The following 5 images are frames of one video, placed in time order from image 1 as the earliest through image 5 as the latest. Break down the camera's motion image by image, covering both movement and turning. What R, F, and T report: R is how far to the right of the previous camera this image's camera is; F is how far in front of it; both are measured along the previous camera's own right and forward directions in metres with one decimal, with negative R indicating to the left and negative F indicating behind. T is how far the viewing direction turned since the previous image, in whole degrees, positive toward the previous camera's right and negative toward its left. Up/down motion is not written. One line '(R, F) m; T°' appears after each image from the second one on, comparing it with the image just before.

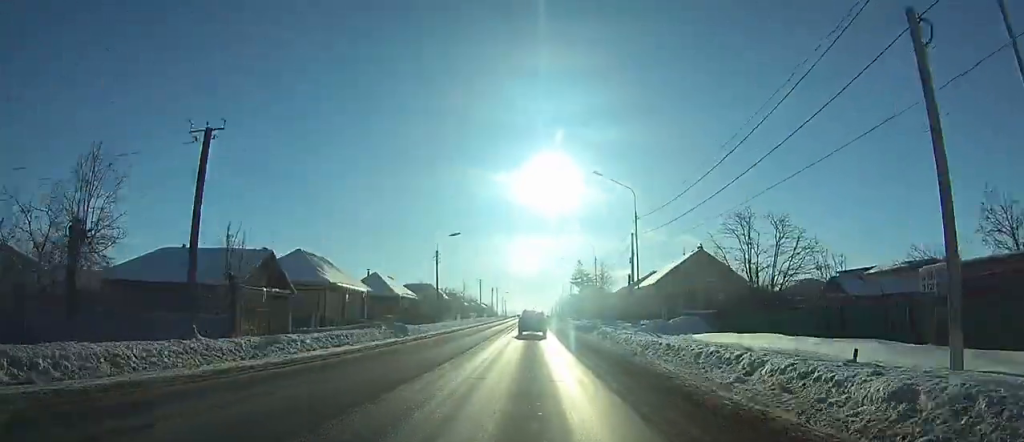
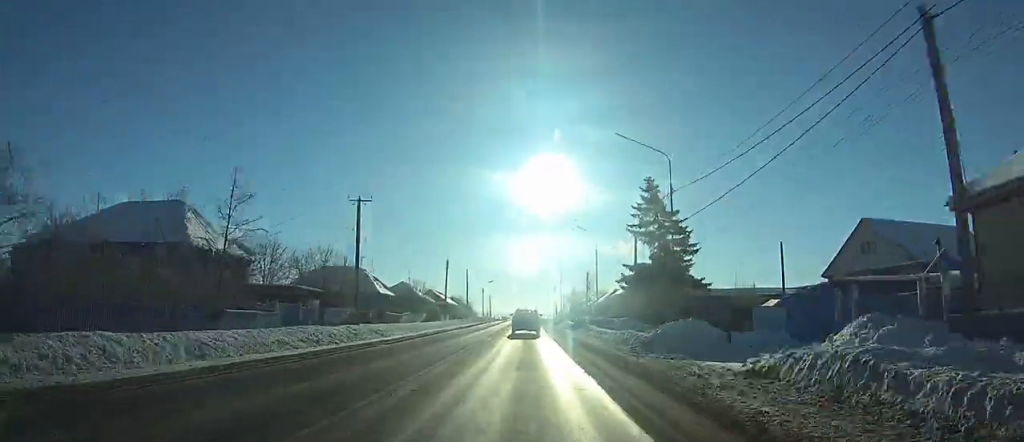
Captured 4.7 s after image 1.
(+0.7, +70.2) m; +4°
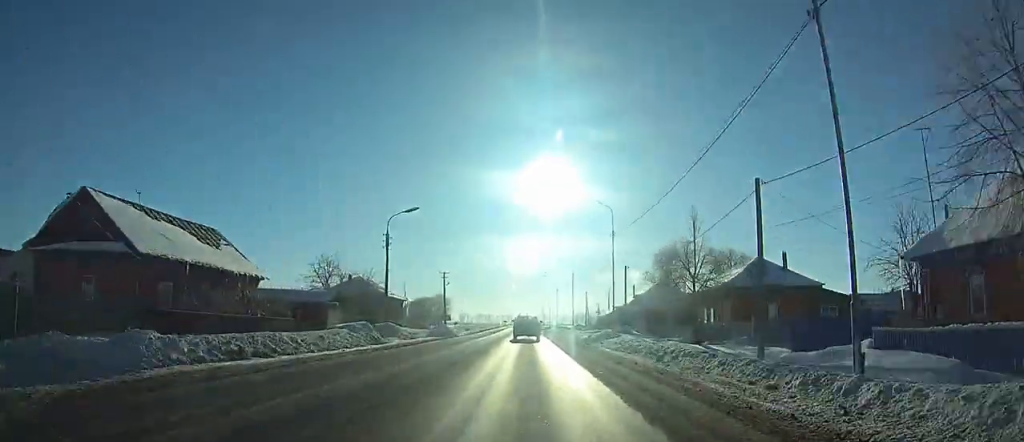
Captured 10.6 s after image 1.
(-6.5, +90.8) m; -8°
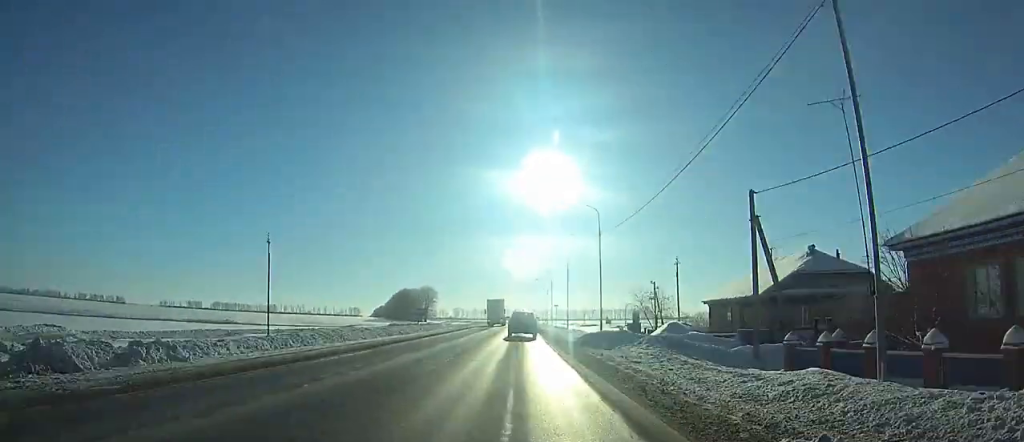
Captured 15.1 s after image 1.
(+3.9, +71.9) m; +3°
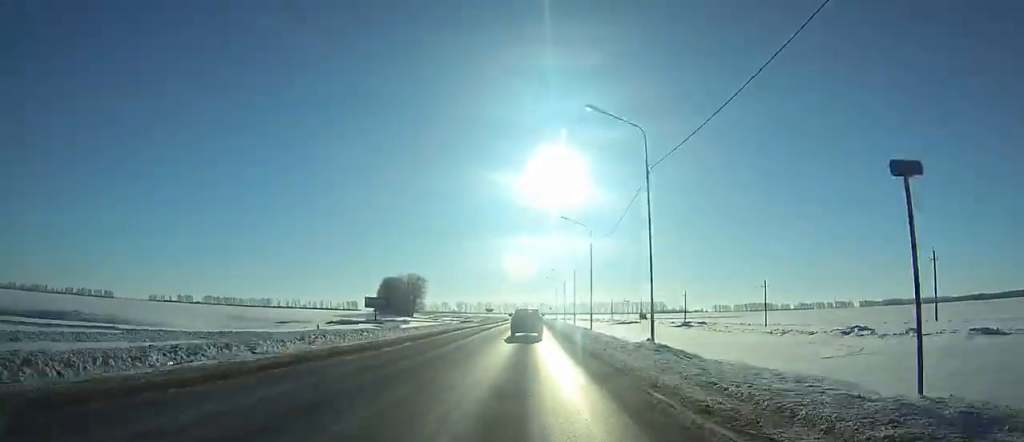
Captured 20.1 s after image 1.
(+0.2, +80.1) m; +1°
